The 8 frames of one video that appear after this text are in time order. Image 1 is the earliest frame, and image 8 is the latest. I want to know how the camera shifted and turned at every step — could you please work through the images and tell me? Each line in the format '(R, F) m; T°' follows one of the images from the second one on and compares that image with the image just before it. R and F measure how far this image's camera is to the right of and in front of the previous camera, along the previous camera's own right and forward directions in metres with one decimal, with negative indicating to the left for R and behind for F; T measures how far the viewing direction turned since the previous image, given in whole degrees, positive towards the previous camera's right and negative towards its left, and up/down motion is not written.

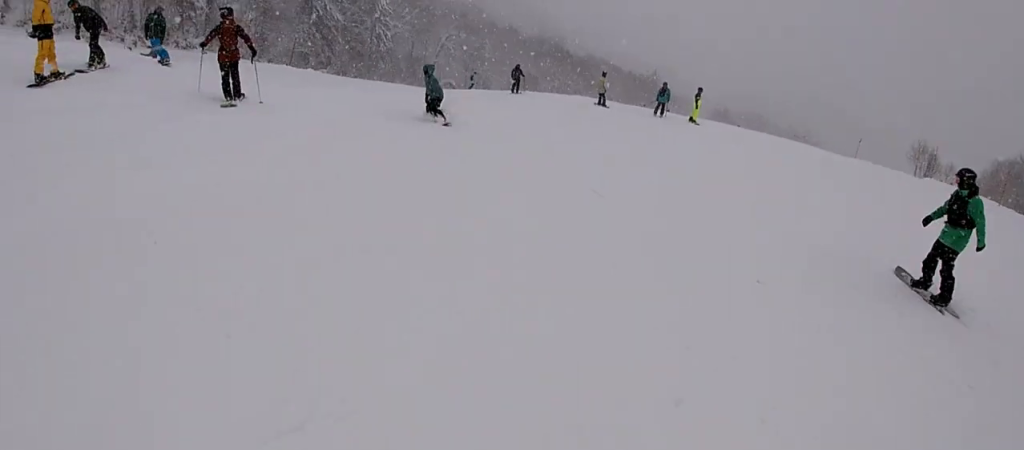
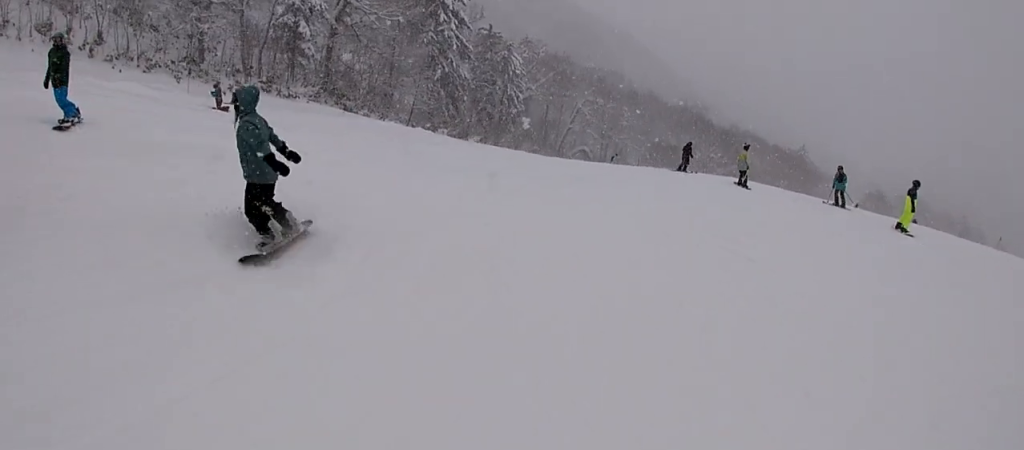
(-1.4, +7.3) m; -13°
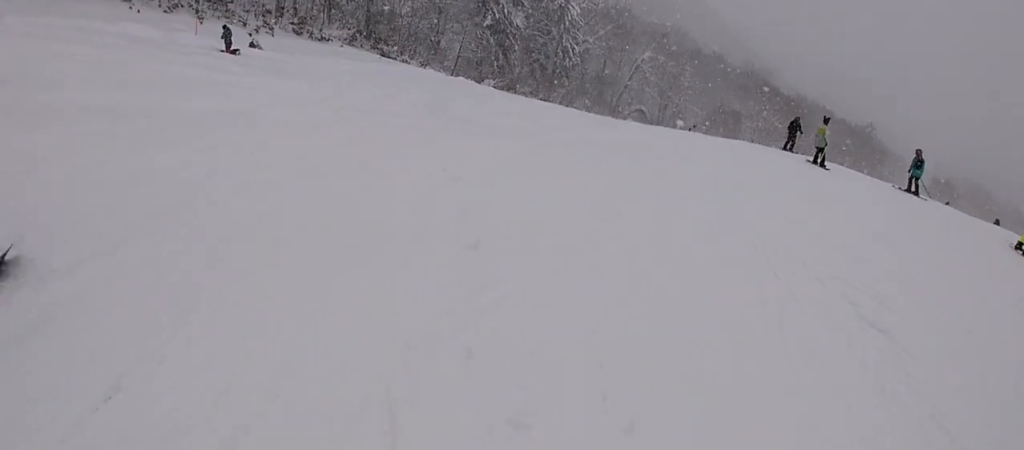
(+0.2, +3.1) m; -7°
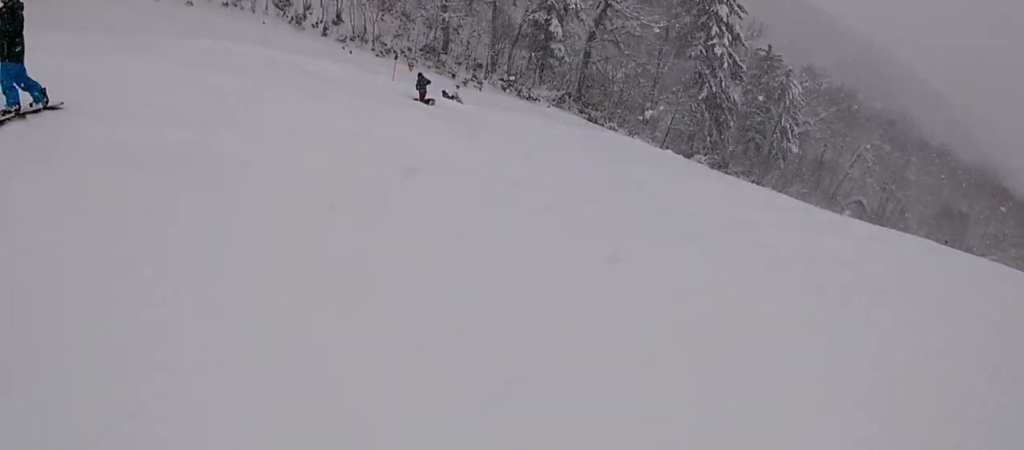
(+0.1, +2.8) m; -7°
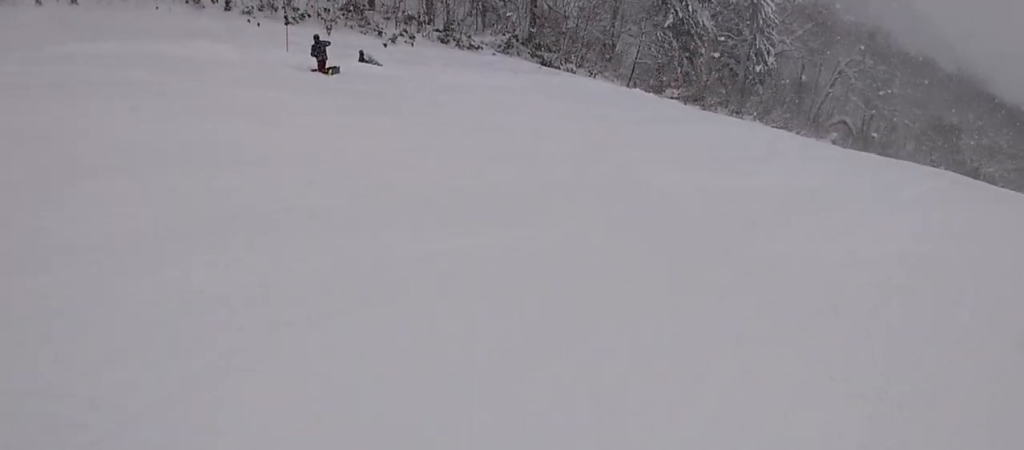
(-1.1, +5.2) m; -10°
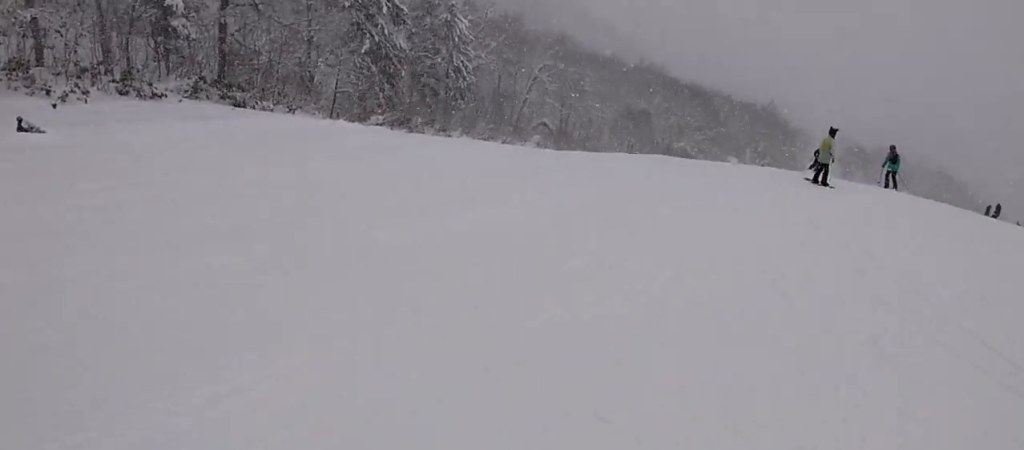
(-0.1, +2.5) m; +7°
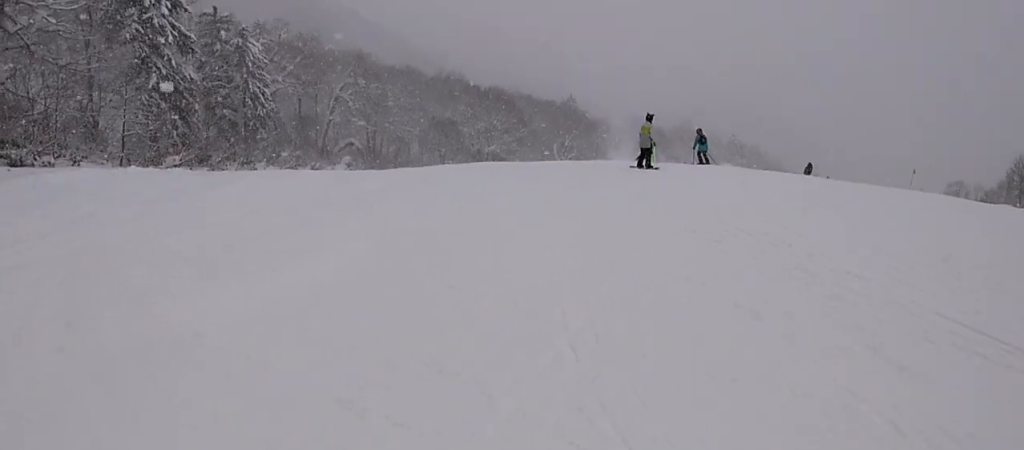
(-0.3, +2.1) m; +6°
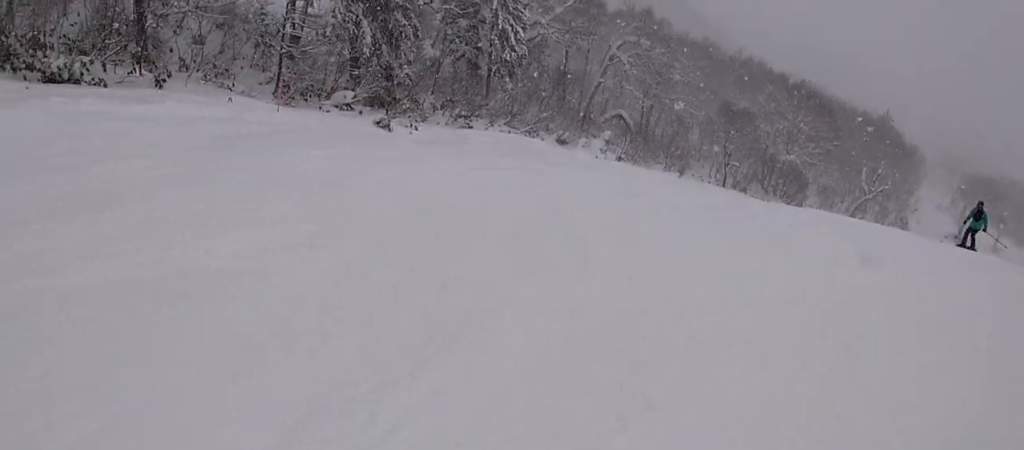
(+5.6, +14.2) m; +1°
